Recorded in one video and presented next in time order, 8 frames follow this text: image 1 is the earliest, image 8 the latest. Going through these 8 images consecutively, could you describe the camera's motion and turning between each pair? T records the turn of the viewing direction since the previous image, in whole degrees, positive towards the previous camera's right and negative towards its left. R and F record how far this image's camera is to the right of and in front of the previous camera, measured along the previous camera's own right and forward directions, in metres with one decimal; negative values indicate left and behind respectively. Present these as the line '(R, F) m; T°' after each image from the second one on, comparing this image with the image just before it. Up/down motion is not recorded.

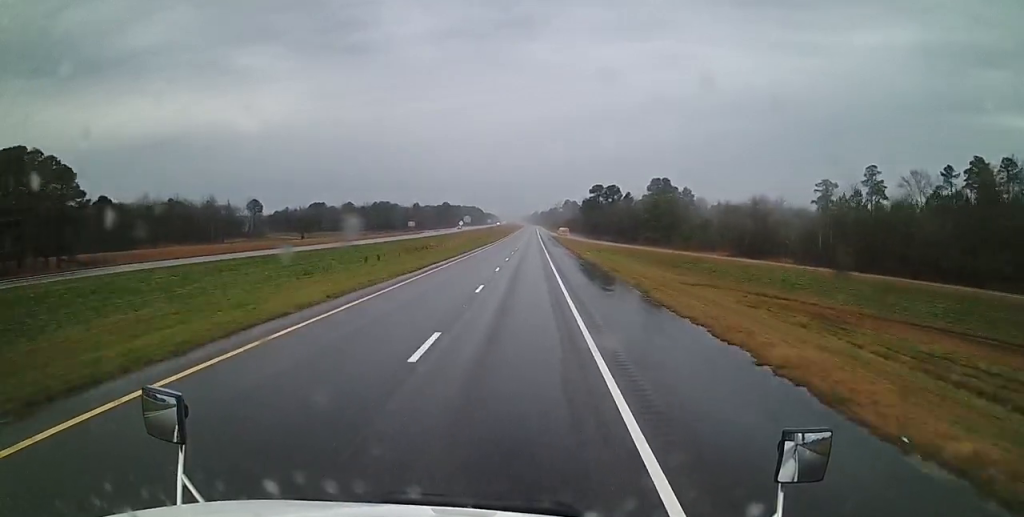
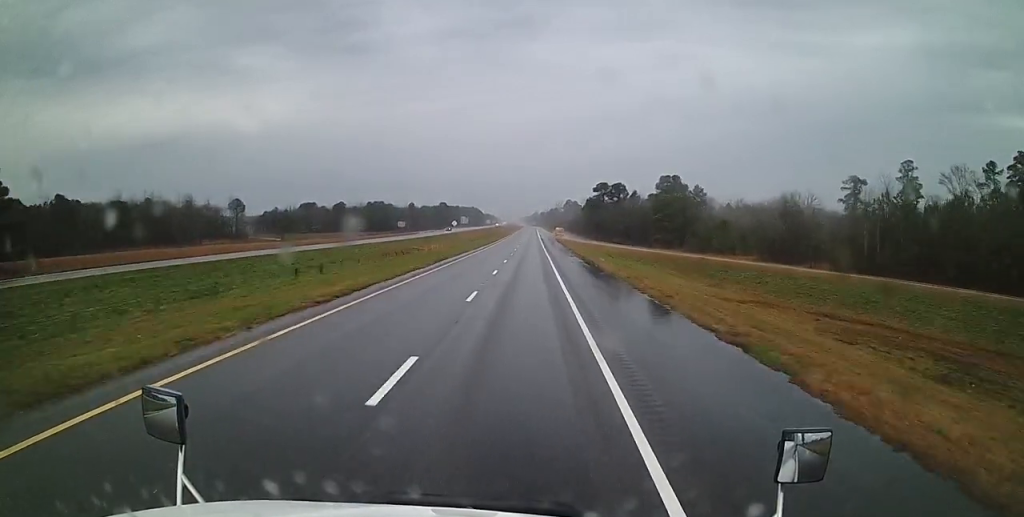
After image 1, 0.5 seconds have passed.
(+0.2, +15.3) m; +1°
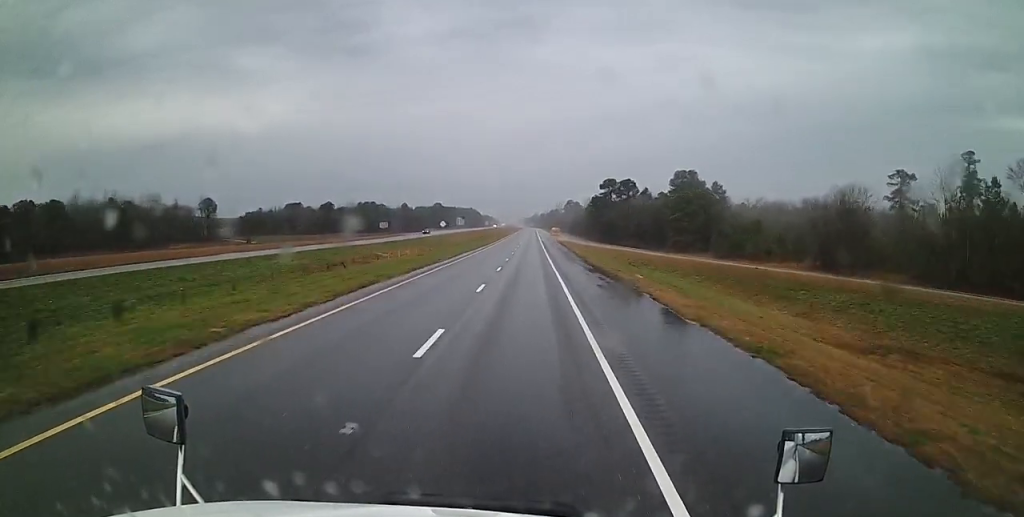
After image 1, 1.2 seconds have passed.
(+0.2, +21.3) m; 0°
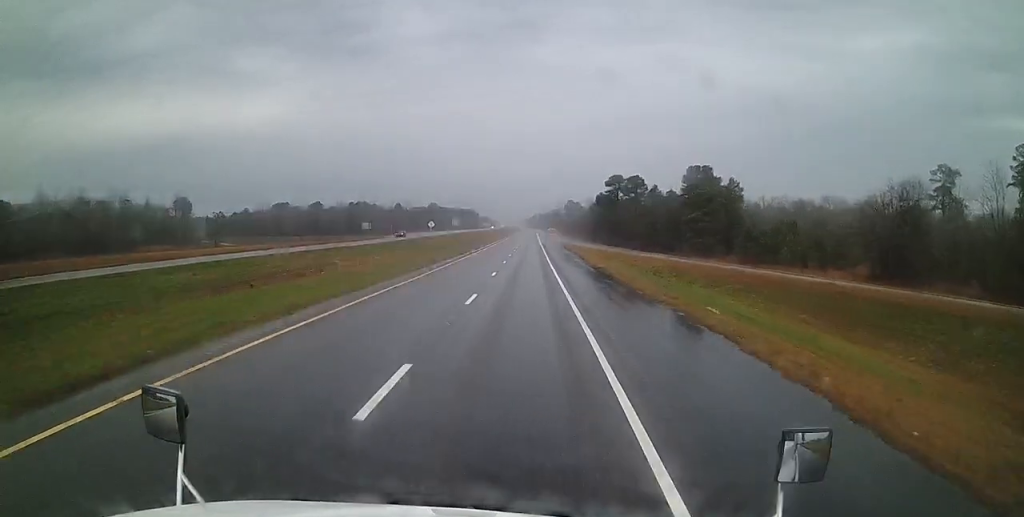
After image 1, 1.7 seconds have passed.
(+0.1, +16.1) m; 0°
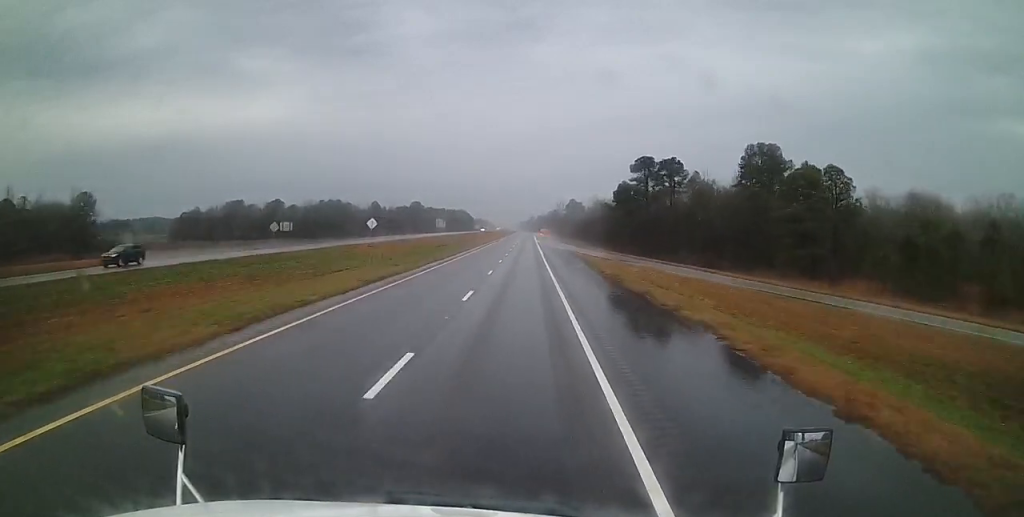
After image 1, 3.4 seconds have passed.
(-0.4, +50.6) m; 0°
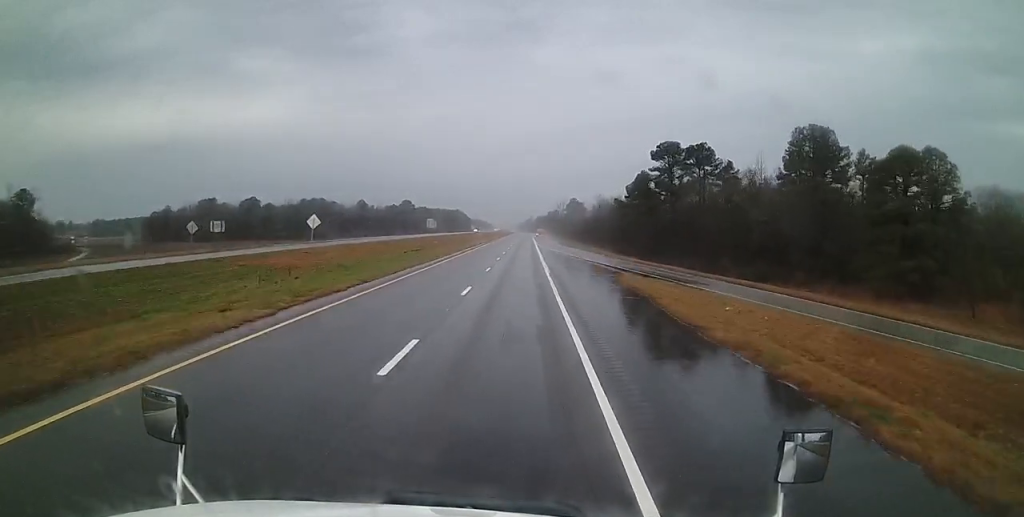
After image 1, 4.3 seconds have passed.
(+0.1, +24.6) m; 0°
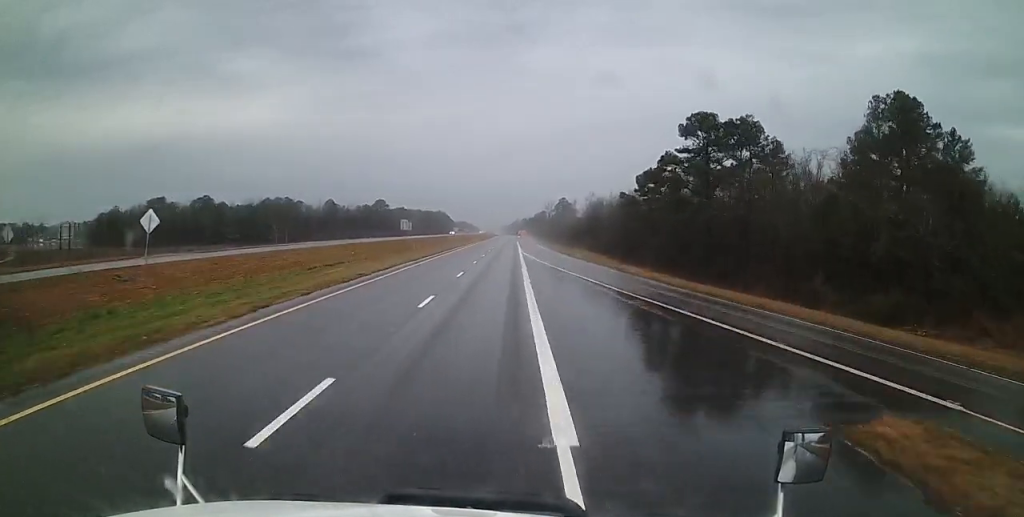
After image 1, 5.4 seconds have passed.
(+0.1, +28.7) m; 0°
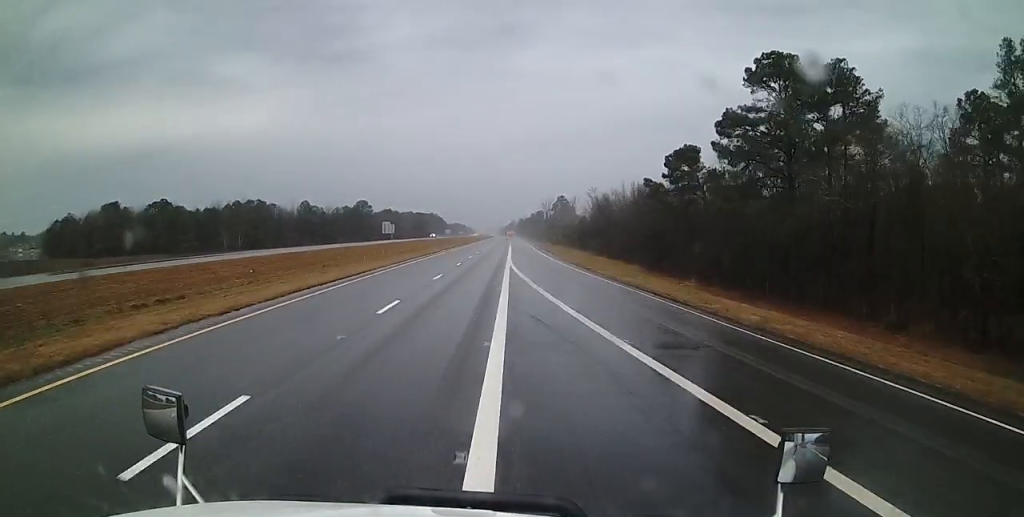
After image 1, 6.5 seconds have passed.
(0.0, +26.3) m; 0°
